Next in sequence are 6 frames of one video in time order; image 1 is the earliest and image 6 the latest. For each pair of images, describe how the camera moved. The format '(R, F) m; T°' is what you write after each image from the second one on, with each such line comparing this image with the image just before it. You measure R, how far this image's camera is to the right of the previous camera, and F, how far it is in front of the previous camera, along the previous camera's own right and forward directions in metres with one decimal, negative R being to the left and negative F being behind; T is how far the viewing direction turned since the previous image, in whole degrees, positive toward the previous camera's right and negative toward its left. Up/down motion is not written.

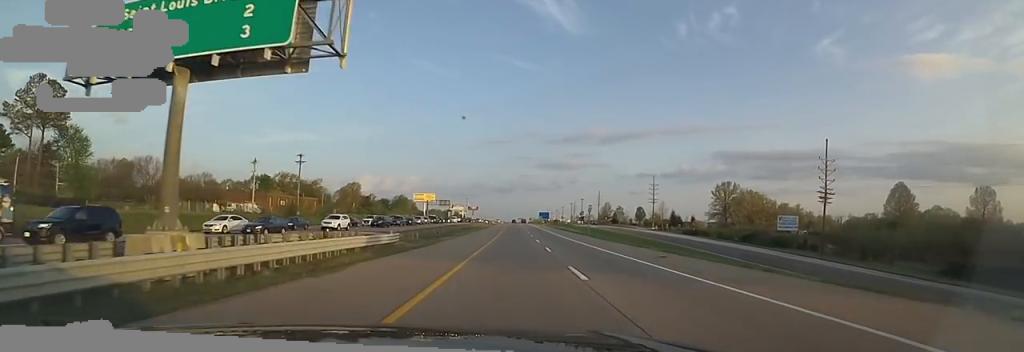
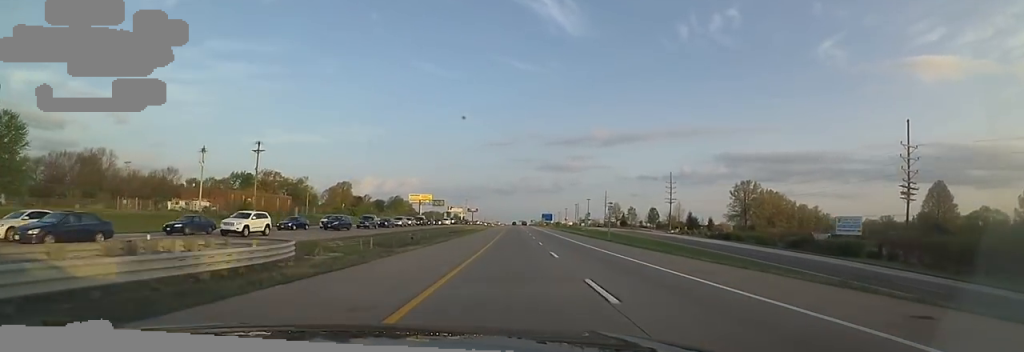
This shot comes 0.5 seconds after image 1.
(+1.0, +15.1) m; 0°
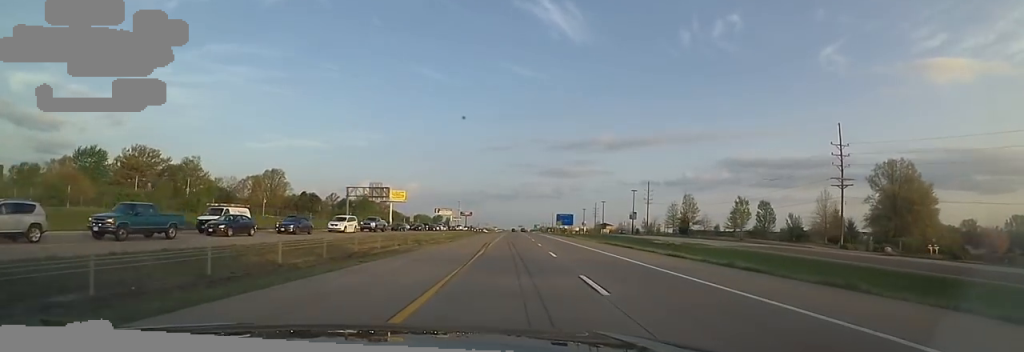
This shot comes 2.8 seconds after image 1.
(-2.5, +71.4) m; 0°
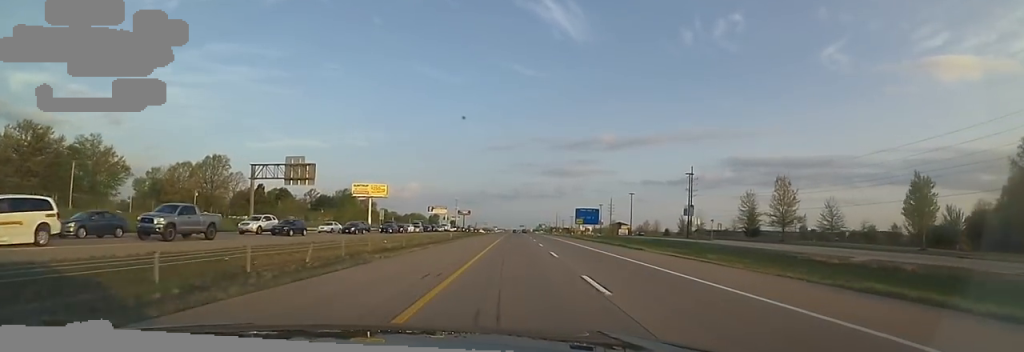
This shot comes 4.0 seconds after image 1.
(+0.2, +37.0) m; -1°
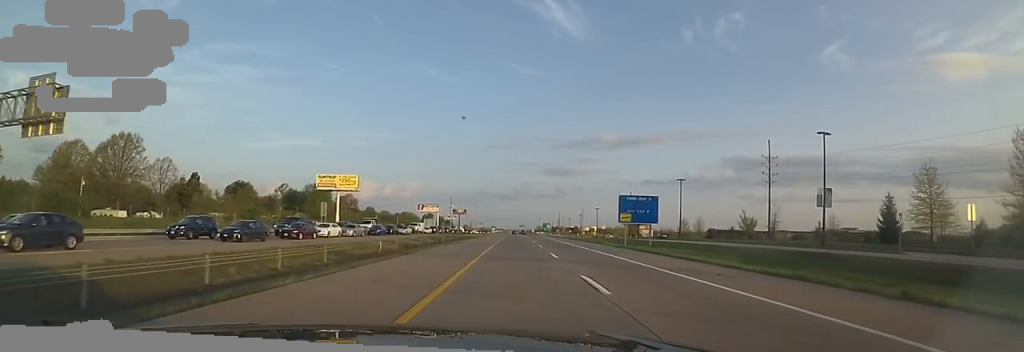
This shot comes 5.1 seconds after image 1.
(-0.8, +36.6) m; -1°
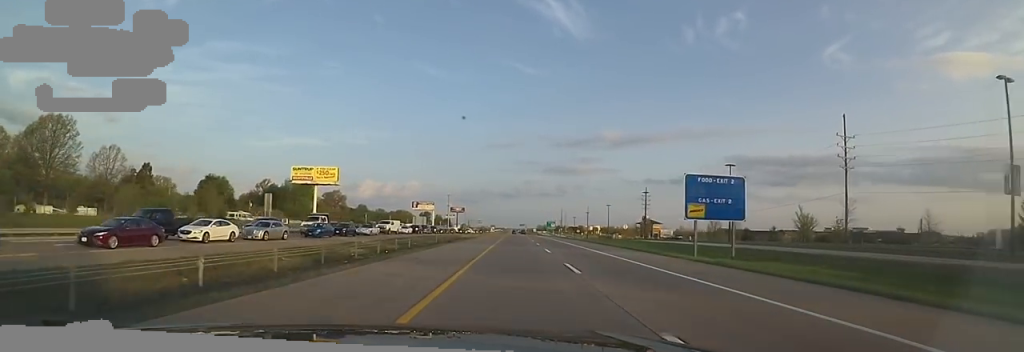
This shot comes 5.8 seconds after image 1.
(-0.3, +19.7) m; 0°
